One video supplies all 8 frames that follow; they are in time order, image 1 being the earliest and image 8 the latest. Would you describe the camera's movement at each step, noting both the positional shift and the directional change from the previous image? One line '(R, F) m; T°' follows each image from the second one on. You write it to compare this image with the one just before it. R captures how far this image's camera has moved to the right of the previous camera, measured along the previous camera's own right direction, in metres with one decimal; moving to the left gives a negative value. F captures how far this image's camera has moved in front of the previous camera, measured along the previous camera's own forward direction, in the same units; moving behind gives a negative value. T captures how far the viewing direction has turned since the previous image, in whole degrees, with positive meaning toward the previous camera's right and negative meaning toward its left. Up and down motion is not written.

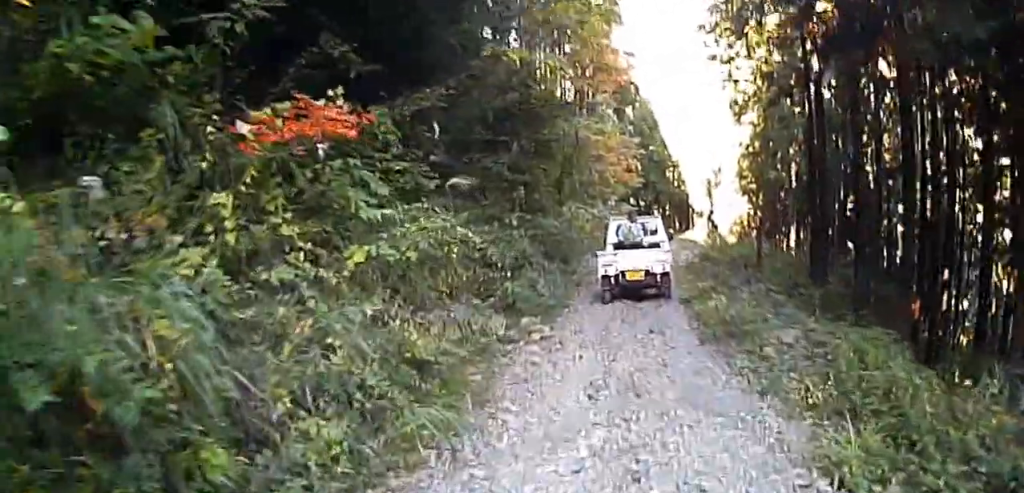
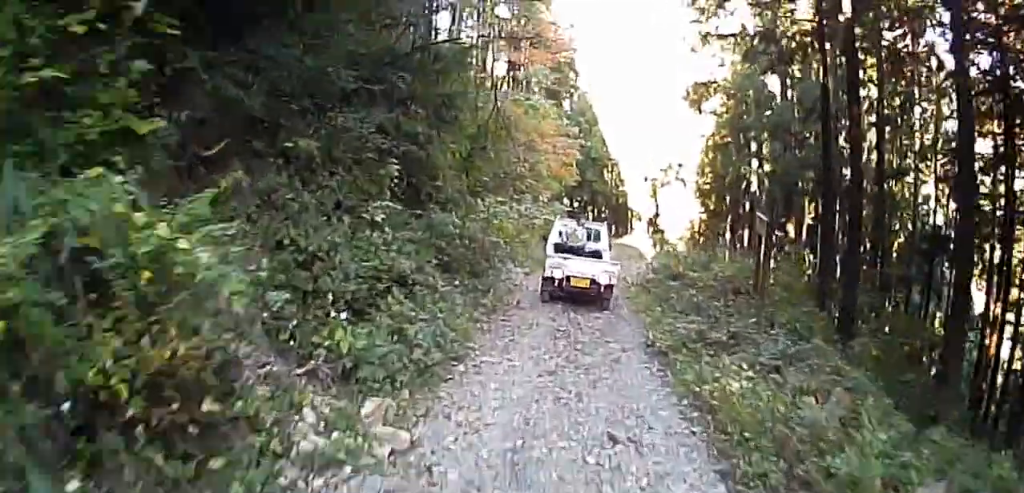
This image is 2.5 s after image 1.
(+0.1, +5.8) m; +4°
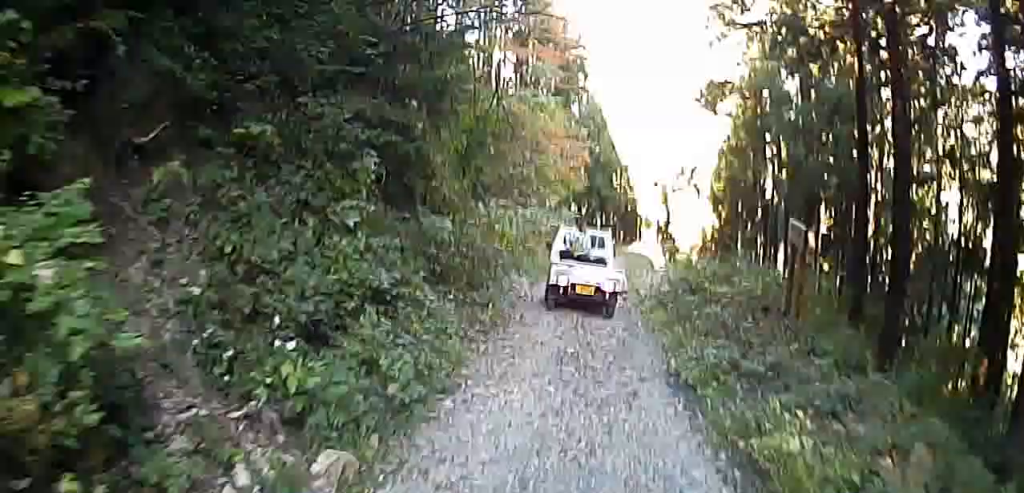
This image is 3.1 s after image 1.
(0.0, +1.4) m; -2°
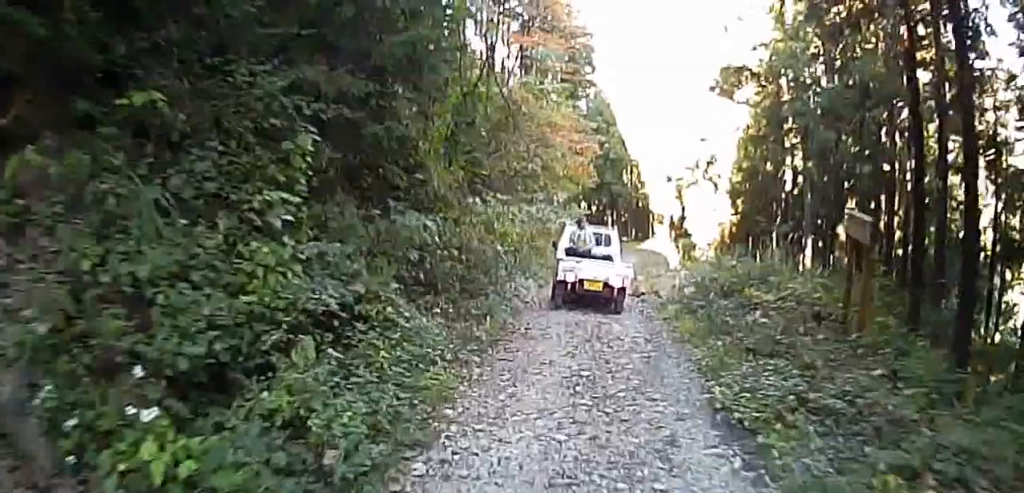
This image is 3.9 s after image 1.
(-0.1, +1.9) m; -2°
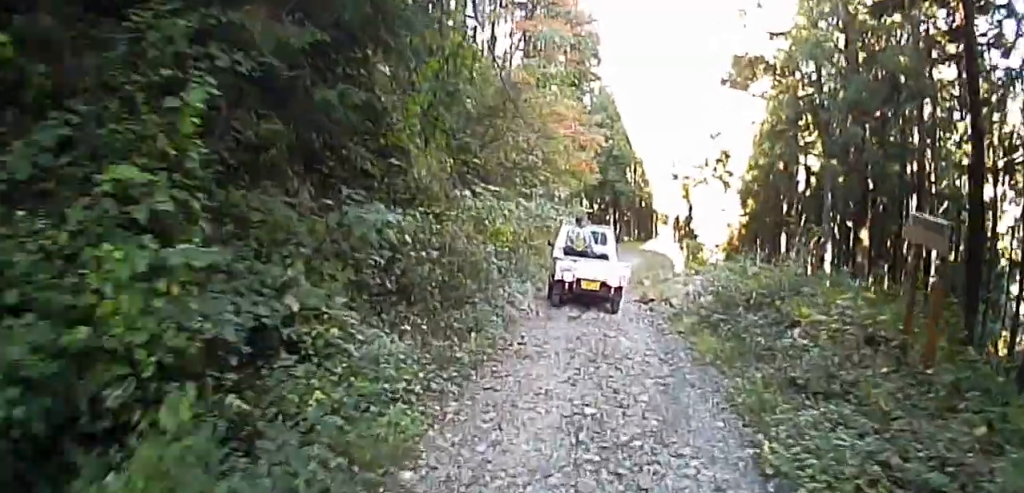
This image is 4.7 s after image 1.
(0.0, +1.8) m; 0°
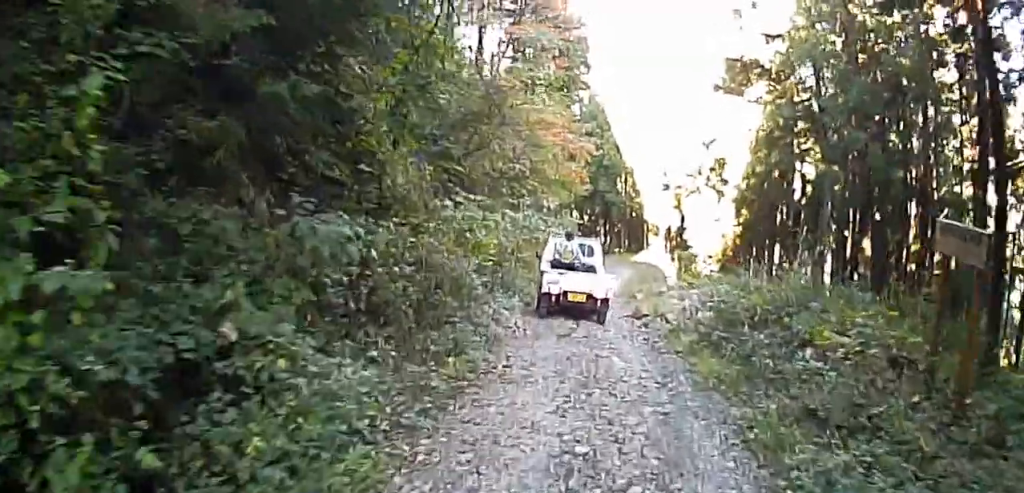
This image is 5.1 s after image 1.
(0.0, +0.9) m; 0°
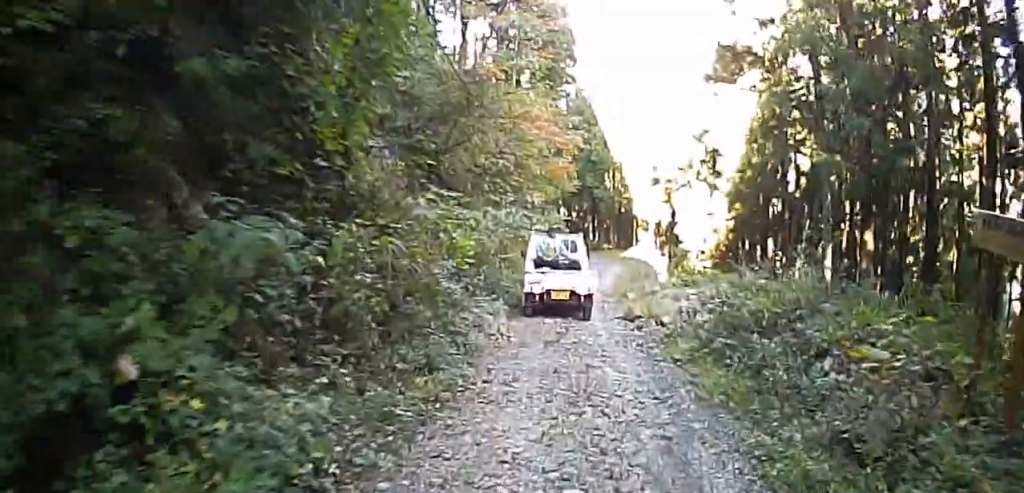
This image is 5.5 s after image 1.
(0.0, +1.0) m; 0°
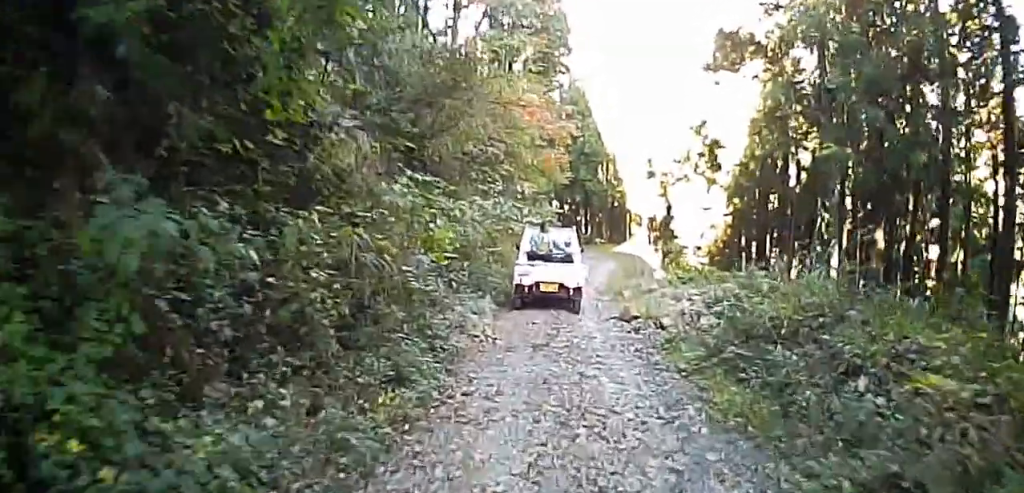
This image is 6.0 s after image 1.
(0.0, +1.1) m; 0°
